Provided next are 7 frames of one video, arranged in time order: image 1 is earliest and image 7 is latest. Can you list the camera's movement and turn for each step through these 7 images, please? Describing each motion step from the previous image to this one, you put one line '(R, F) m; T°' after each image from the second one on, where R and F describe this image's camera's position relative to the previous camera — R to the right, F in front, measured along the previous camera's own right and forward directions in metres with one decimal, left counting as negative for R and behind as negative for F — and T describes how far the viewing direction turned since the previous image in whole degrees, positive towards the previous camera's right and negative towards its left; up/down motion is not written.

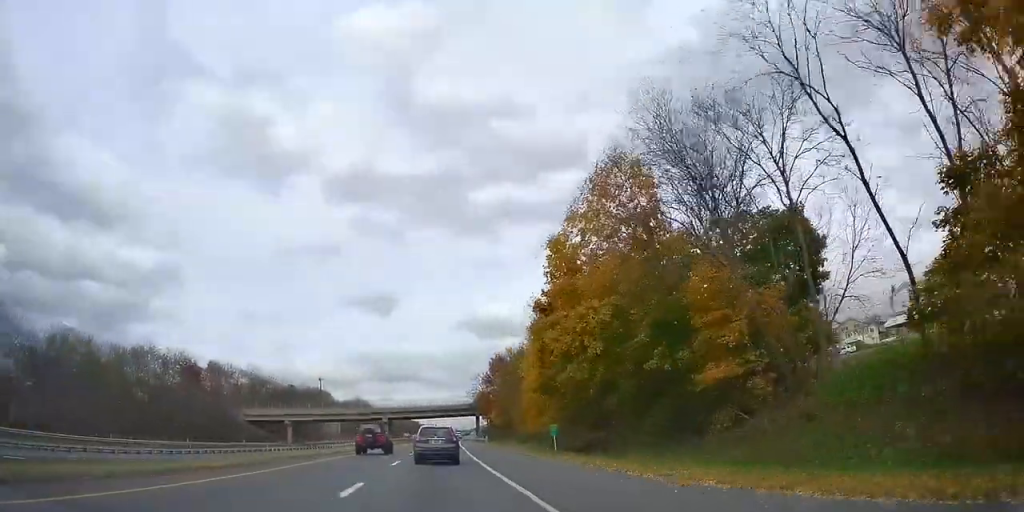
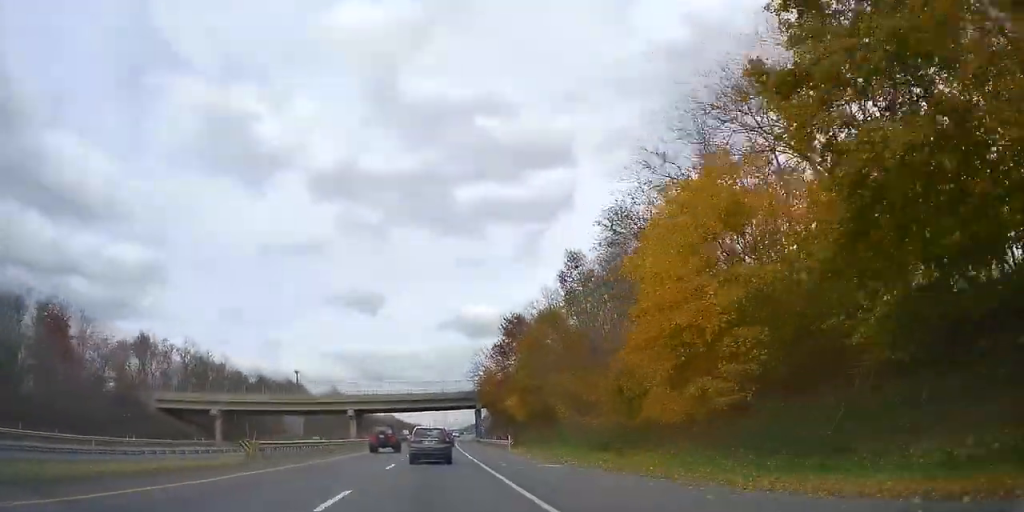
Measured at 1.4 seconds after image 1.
(+1.1, +39.5) m; +2°
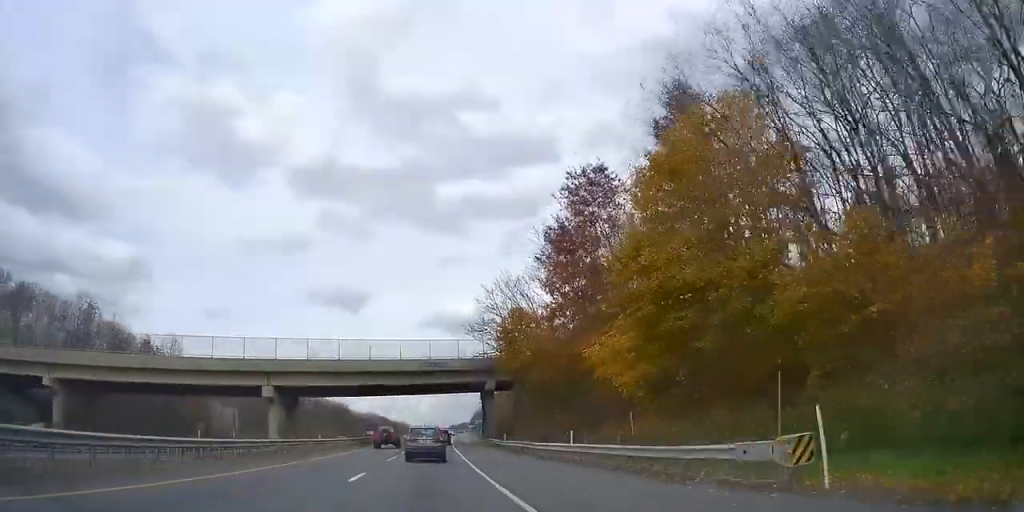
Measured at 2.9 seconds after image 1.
(+0.4, +42.5) m; 0°
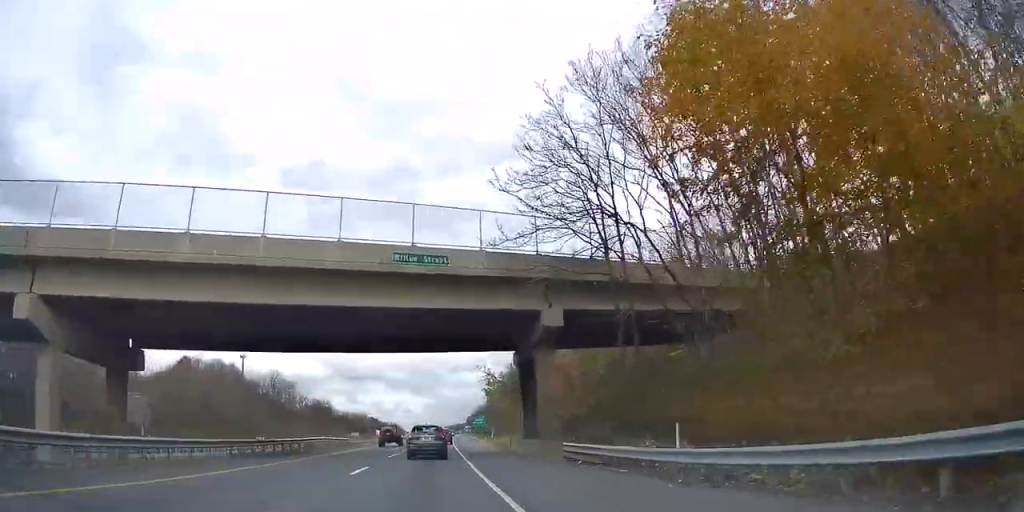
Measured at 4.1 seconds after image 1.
(0.0, +35.0) m; +1°
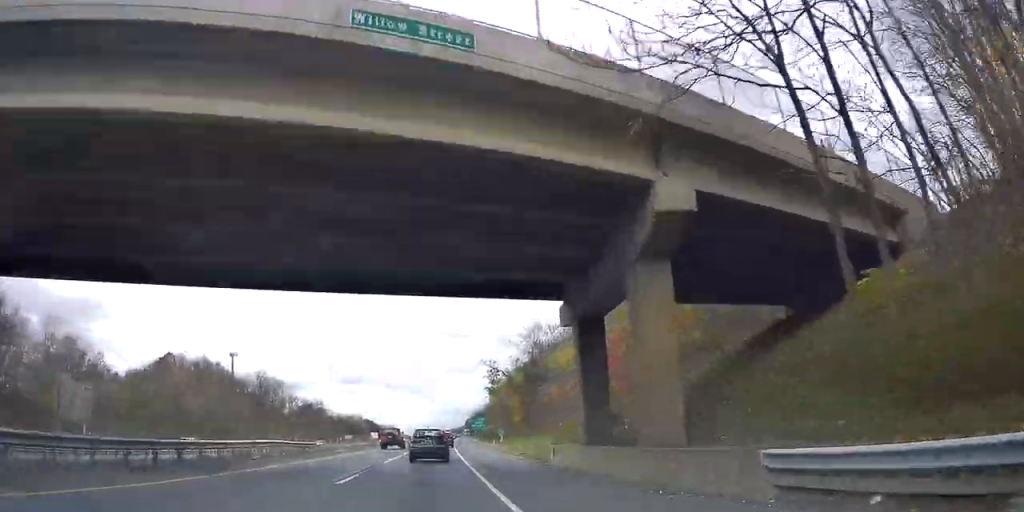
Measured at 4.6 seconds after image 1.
(+0.2, +14.3) m; +1°
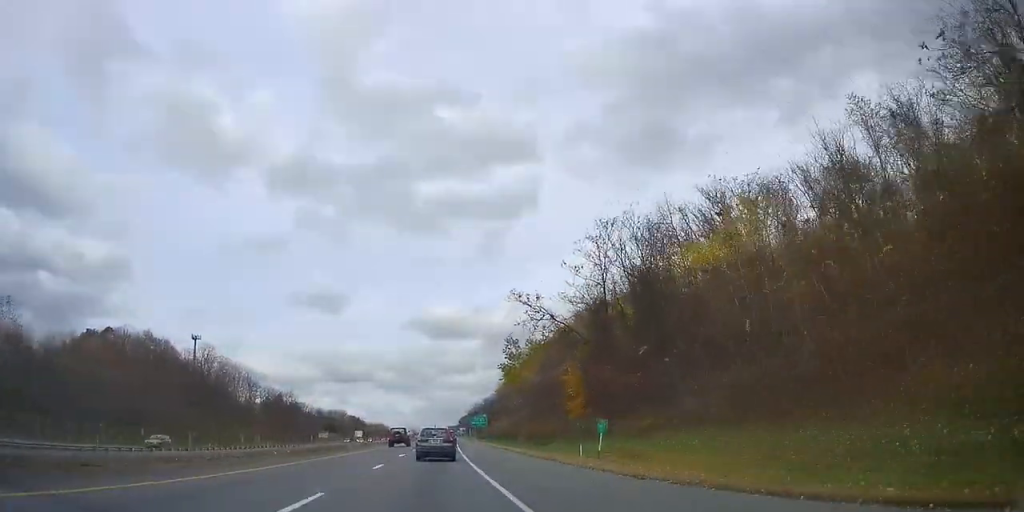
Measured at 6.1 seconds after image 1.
(+0.2, +42.9) m; 0°
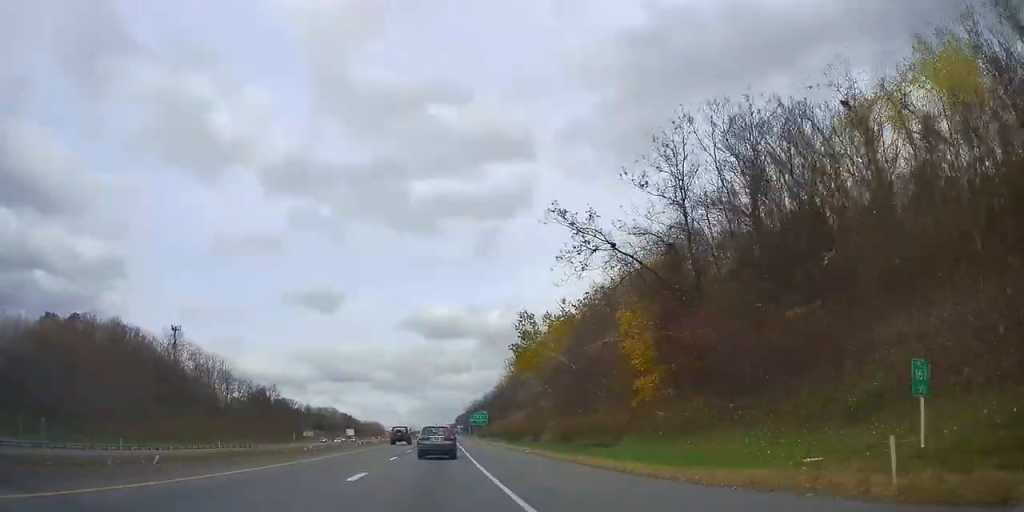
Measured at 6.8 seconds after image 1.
(0.0, +18.4) m; 0°
